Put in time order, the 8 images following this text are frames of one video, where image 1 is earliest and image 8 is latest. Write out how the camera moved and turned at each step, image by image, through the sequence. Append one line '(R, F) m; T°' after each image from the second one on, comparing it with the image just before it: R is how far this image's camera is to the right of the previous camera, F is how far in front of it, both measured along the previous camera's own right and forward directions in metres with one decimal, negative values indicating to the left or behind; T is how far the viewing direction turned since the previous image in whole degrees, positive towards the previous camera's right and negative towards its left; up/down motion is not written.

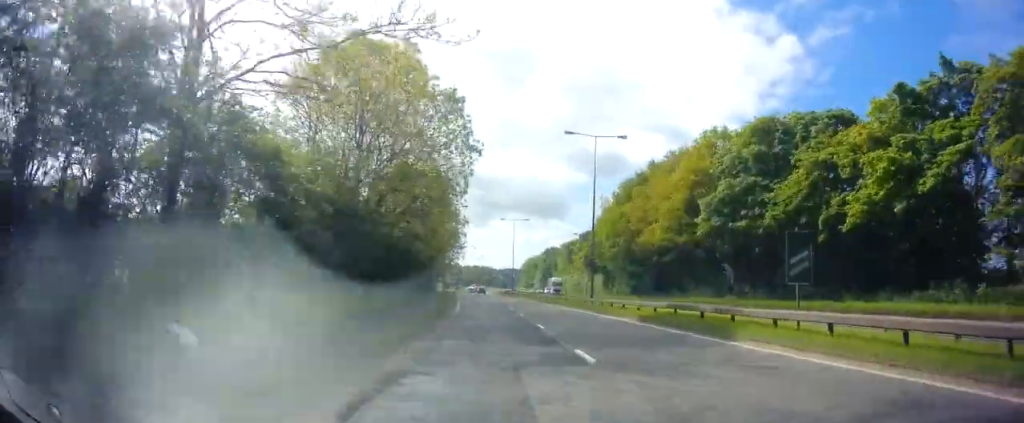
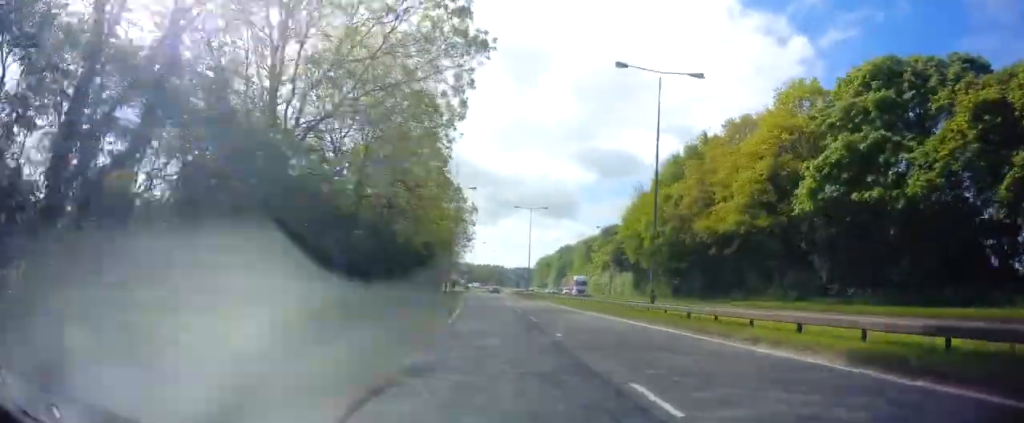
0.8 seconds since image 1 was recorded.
(+0.2, +13.0) m; -2°
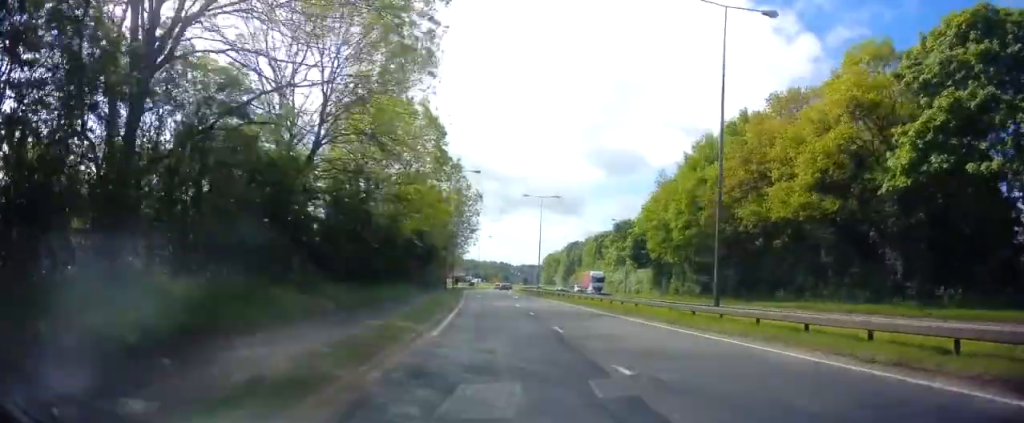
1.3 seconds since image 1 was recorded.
(-0.1, +7.4) m; -1°
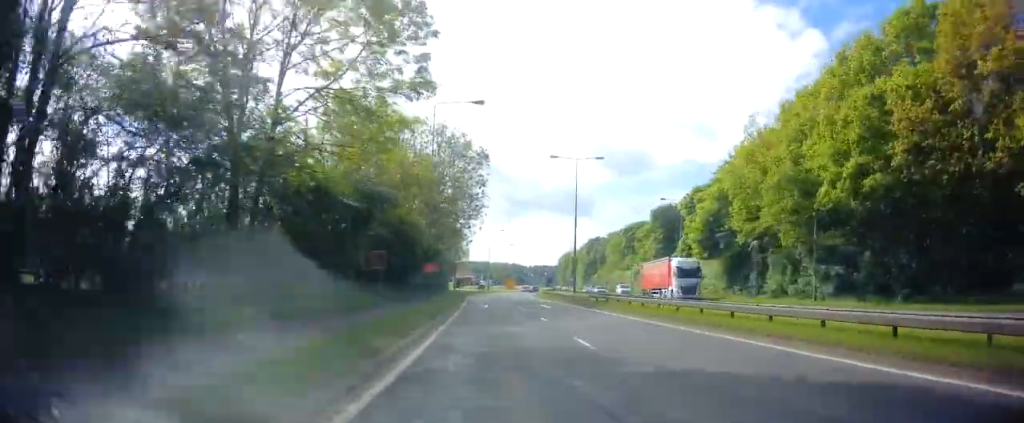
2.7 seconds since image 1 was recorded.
(-0.4, +22.3) m; -1°
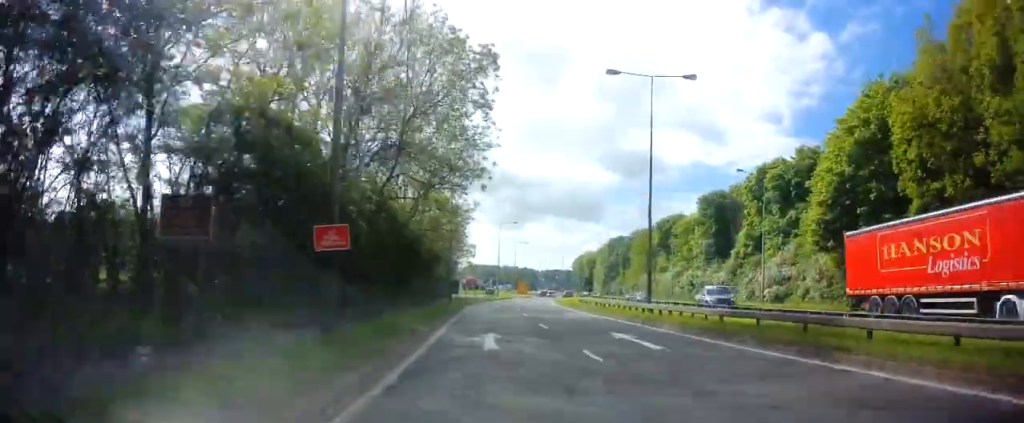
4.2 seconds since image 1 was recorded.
(-0.5, +20.9) m; -2°
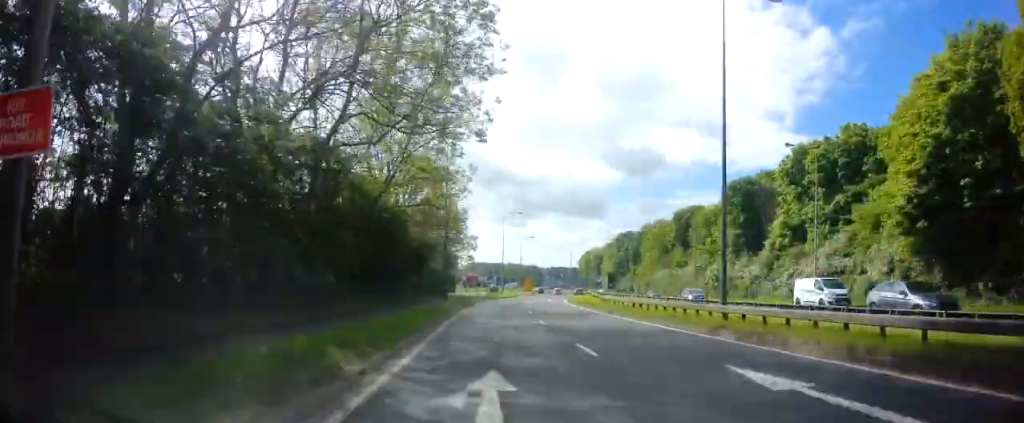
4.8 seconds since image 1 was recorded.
(0.0, +8.7) m; 0°
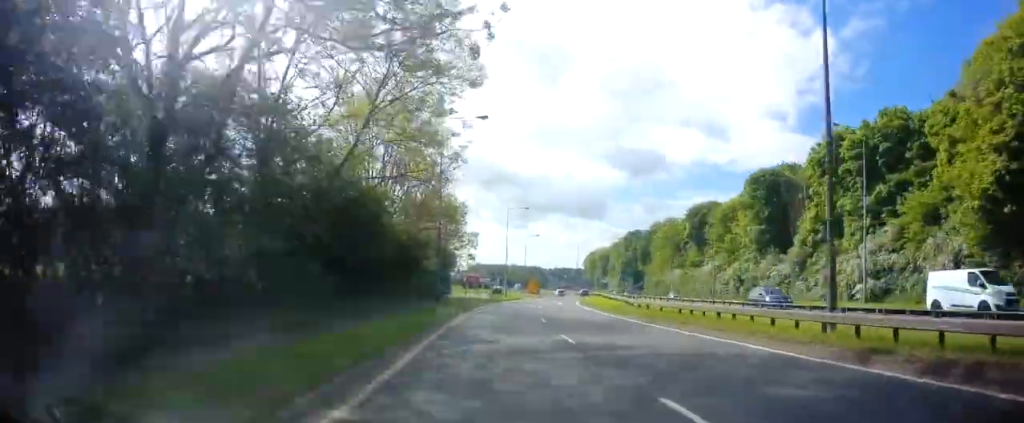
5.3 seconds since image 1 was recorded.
(0.0, +6.4) m; 0°
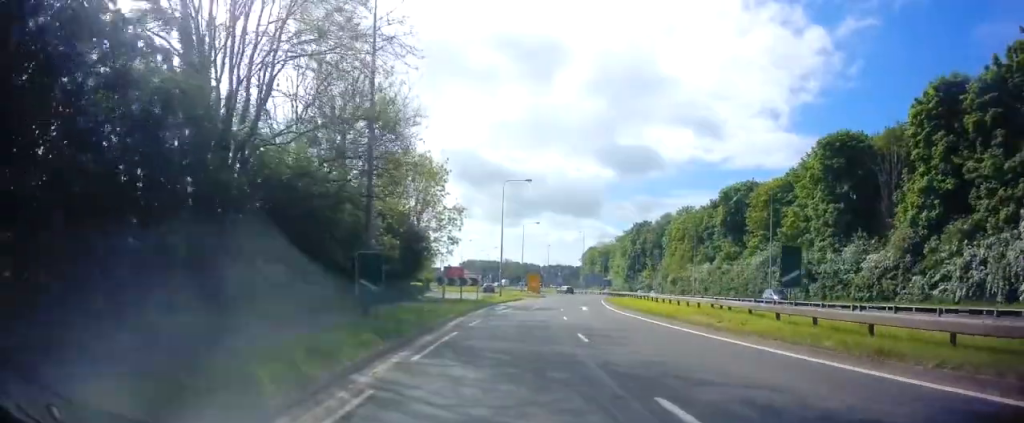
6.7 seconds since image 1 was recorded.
(+0.3, +18.6) m; +2°
